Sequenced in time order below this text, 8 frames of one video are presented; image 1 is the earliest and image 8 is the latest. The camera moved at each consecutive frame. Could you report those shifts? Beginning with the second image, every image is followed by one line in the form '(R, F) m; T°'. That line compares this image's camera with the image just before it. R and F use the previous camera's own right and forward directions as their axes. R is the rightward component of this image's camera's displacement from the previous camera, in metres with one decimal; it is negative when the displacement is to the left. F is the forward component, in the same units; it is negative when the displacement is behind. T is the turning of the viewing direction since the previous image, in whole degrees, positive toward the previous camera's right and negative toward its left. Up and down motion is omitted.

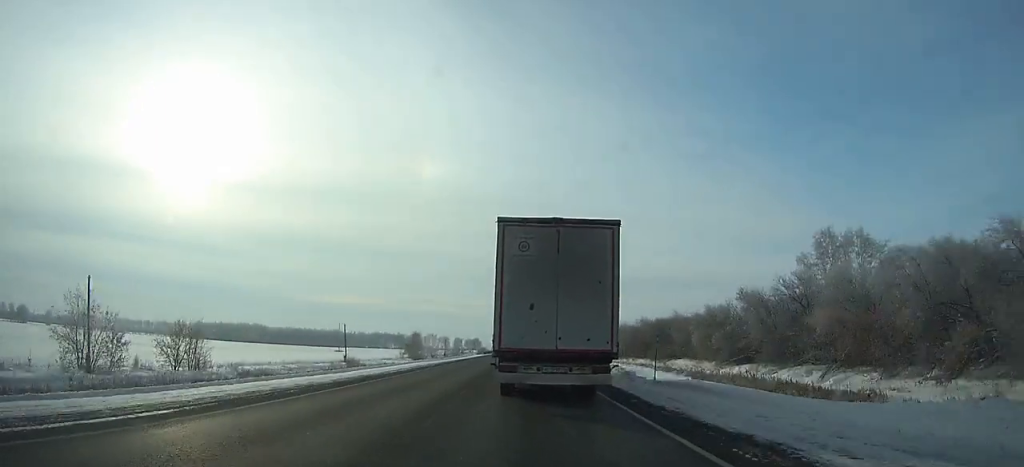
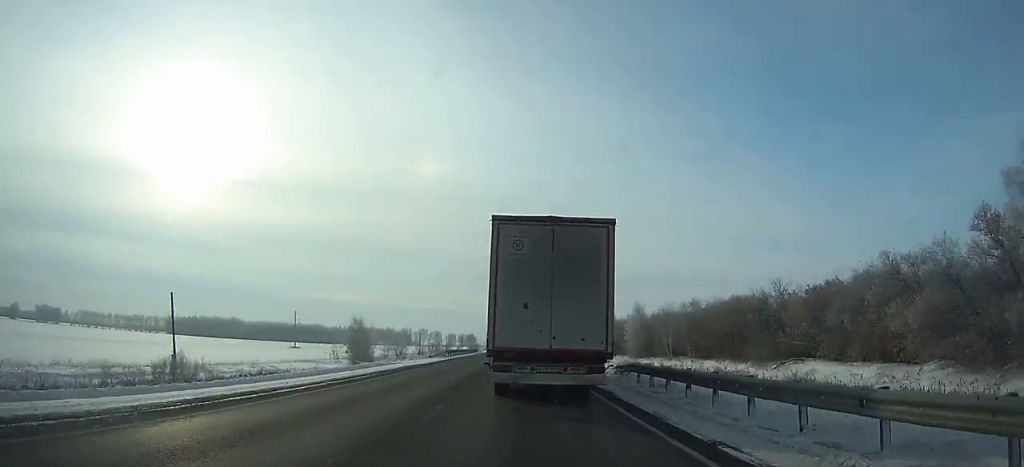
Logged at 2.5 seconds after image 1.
(0.0, +50.7) m; 0°
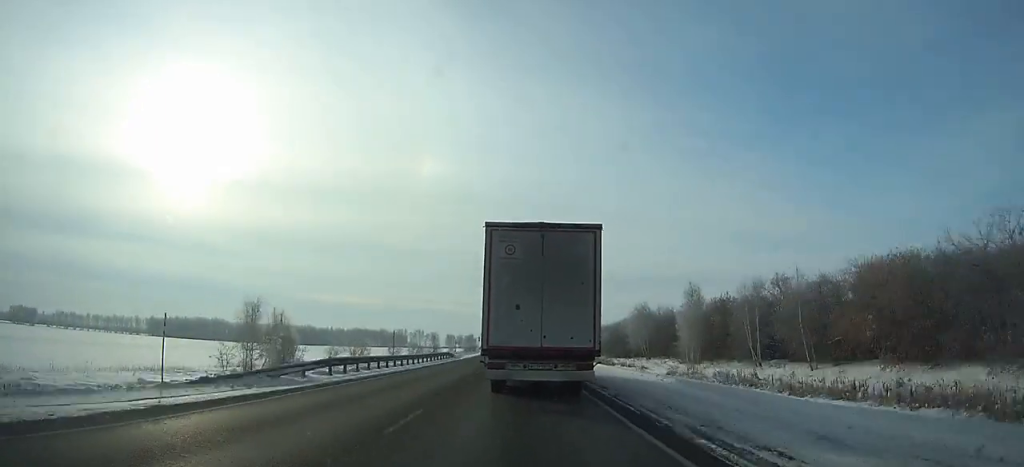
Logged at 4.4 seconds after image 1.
(-0.1, +38.6) m; 0°
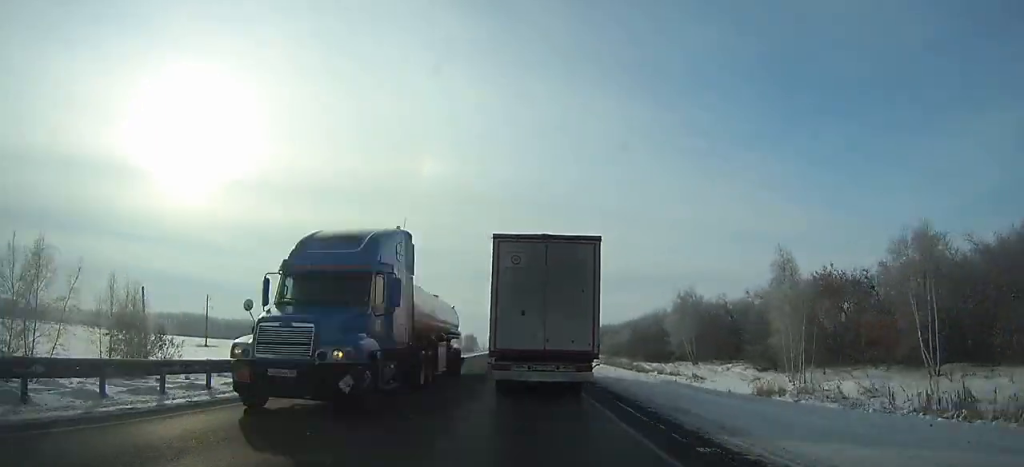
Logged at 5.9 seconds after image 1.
(-0.1, +30.5) m; 0°
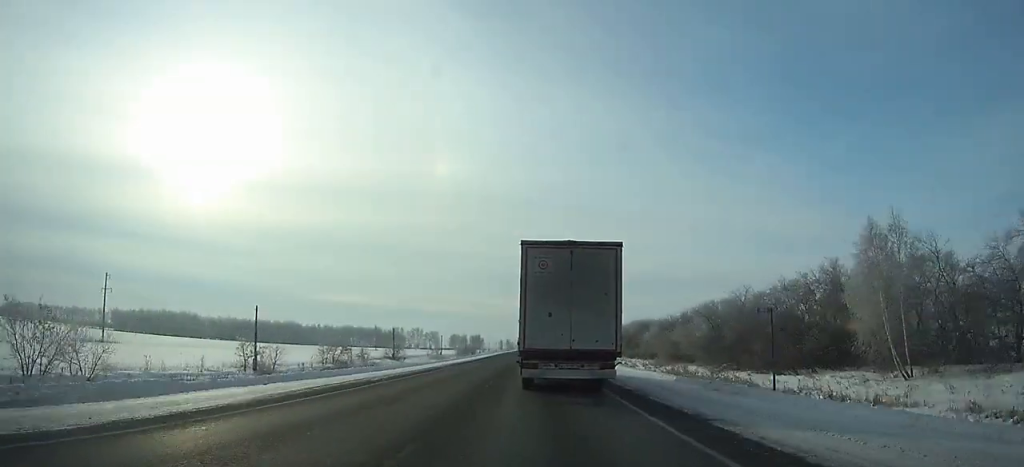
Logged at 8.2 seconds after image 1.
(-0.2, +47.4) m; 0°
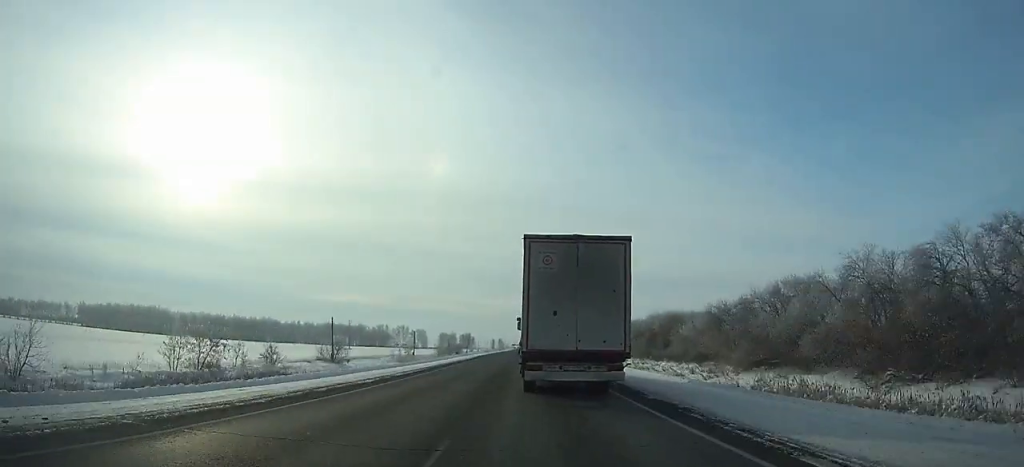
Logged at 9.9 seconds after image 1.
(0.0, +35.2) m; 0°
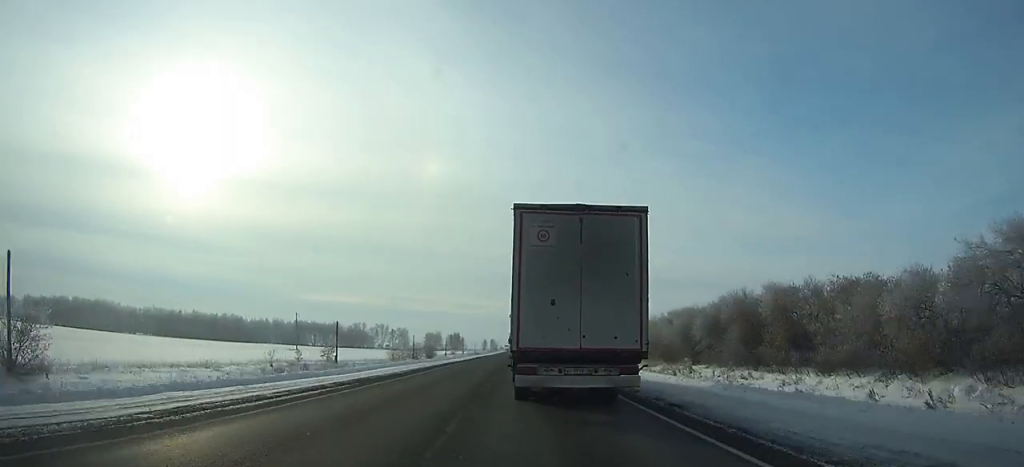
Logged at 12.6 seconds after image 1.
(+0.3, +56.3) m; 0°
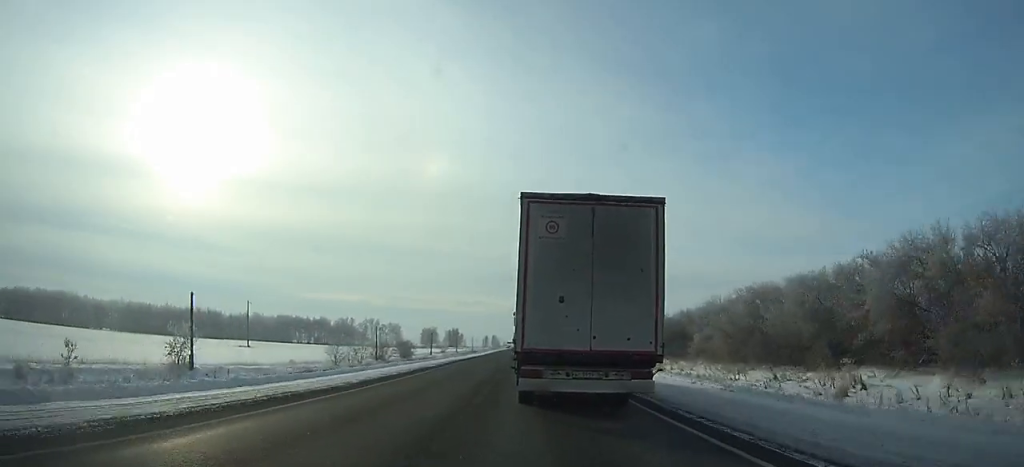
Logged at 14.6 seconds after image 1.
(0.0, +41.6) m; 0°
